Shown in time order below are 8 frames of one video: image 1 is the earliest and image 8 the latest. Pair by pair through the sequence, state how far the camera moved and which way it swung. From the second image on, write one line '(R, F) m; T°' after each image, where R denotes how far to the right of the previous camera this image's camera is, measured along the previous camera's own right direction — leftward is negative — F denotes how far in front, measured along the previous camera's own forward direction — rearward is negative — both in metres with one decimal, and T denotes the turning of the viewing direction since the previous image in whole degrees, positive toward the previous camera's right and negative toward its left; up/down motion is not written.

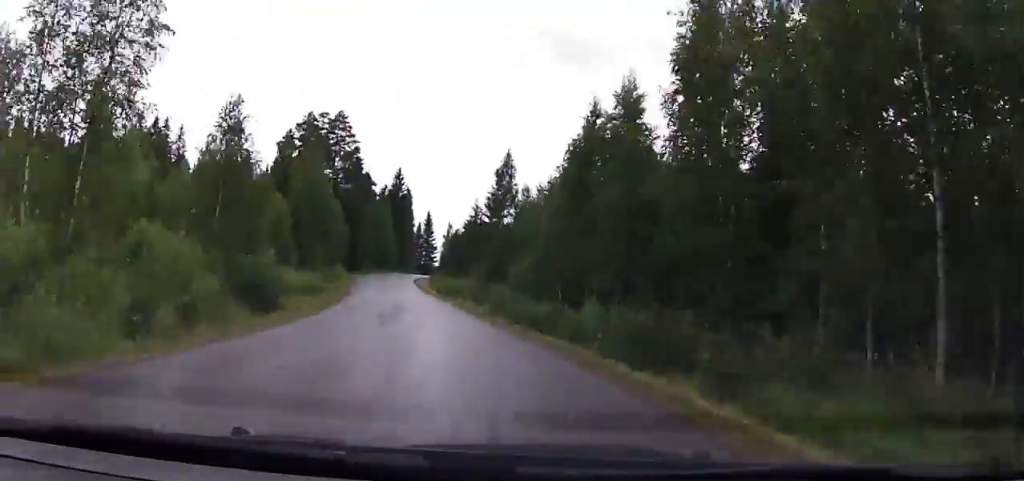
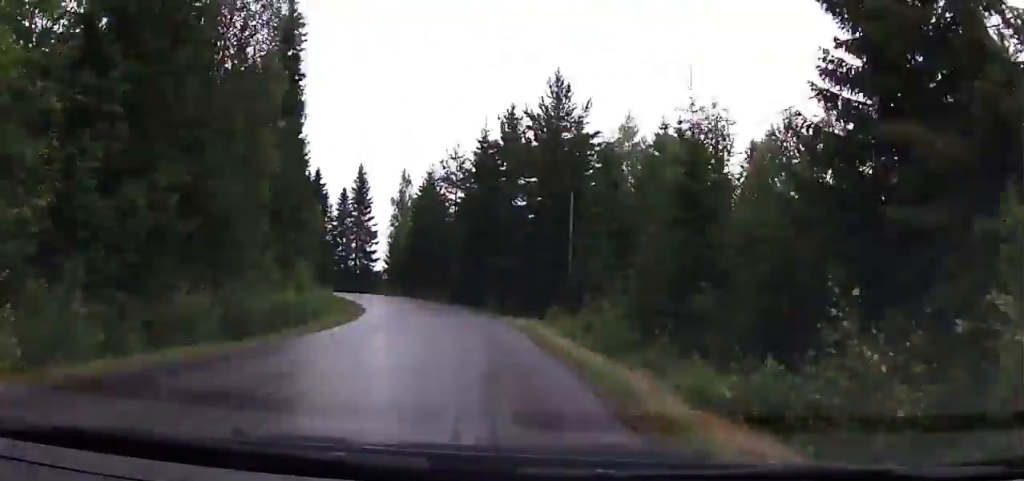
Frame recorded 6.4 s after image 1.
(-4.4, +101.9) m; +4°
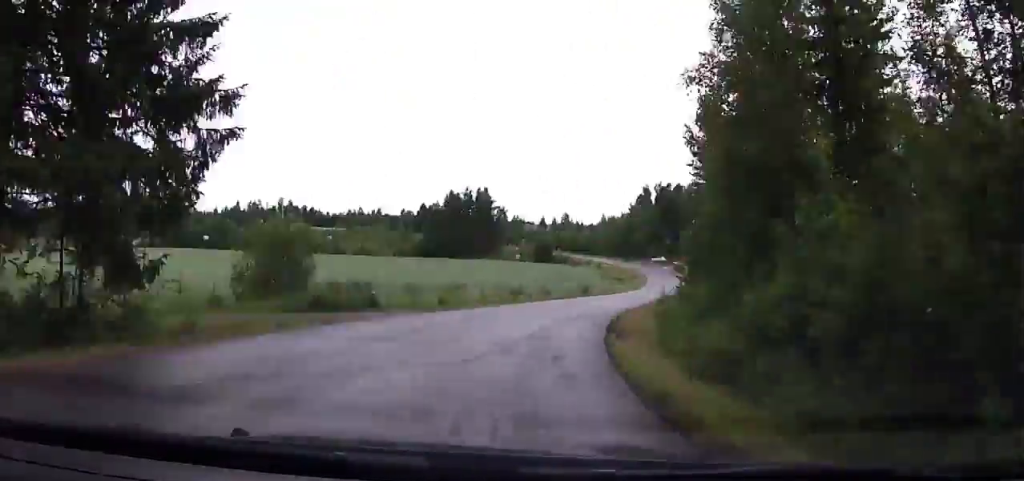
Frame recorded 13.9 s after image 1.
(+13.5, +116.0) m; +11°
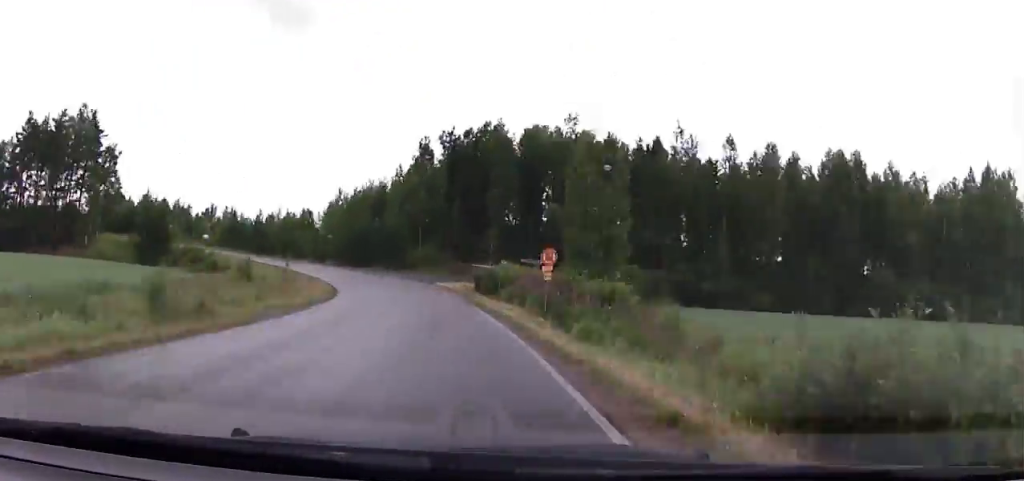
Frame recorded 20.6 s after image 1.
(+10.5, +105.2) m; -4°
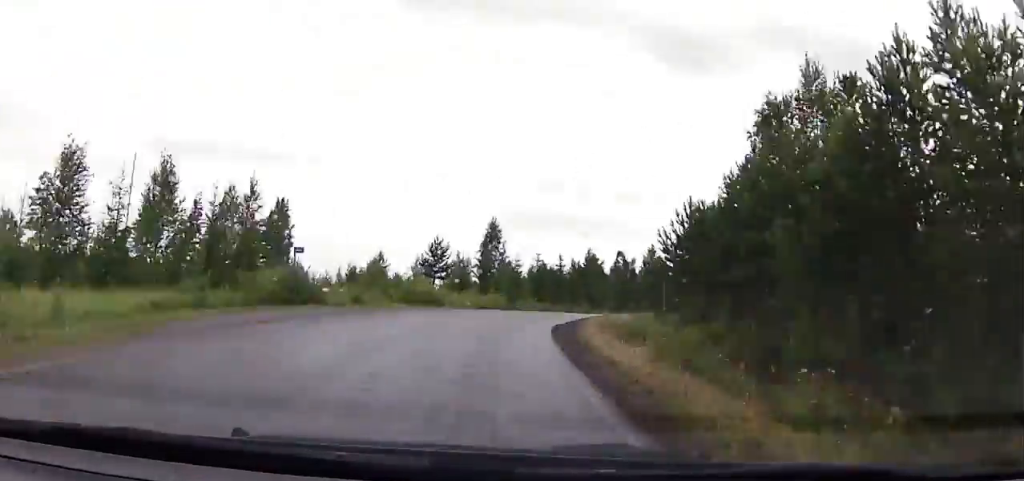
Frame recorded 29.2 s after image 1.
(-16.5, +133.2) m; -11°
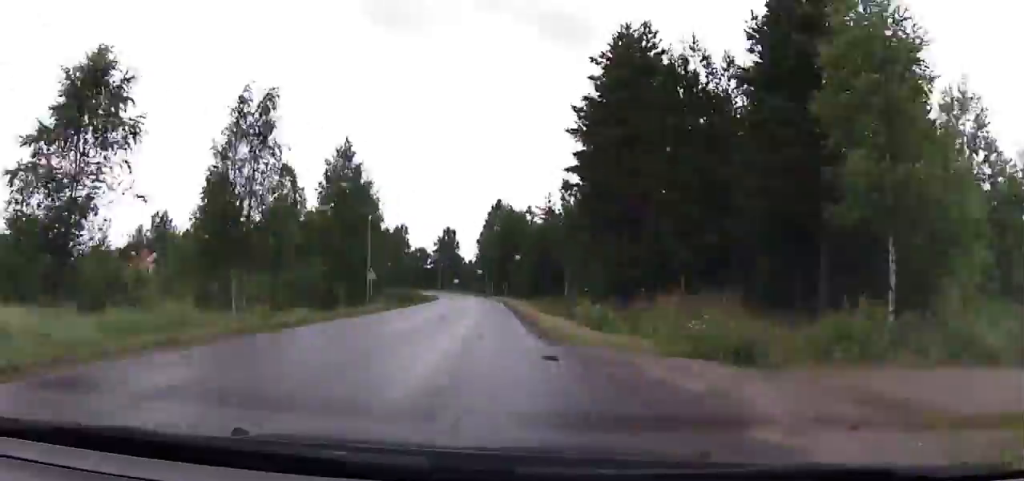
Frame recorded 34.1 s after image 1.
(-7.0, +79.2) m; -7°
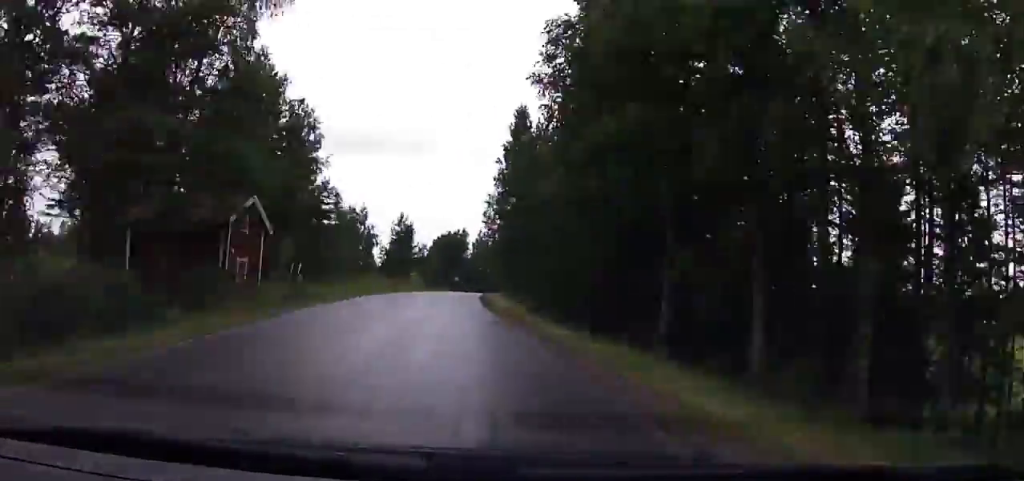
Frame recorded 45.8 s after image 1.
(-22.5, +190.8) m; -14°
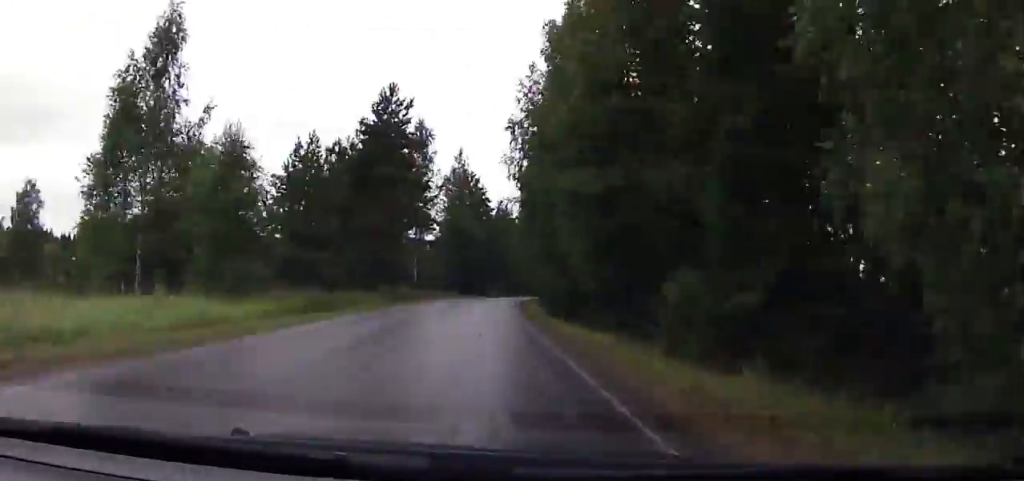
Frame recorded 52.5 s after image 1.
(-11.8, +115.6) m; -3°
